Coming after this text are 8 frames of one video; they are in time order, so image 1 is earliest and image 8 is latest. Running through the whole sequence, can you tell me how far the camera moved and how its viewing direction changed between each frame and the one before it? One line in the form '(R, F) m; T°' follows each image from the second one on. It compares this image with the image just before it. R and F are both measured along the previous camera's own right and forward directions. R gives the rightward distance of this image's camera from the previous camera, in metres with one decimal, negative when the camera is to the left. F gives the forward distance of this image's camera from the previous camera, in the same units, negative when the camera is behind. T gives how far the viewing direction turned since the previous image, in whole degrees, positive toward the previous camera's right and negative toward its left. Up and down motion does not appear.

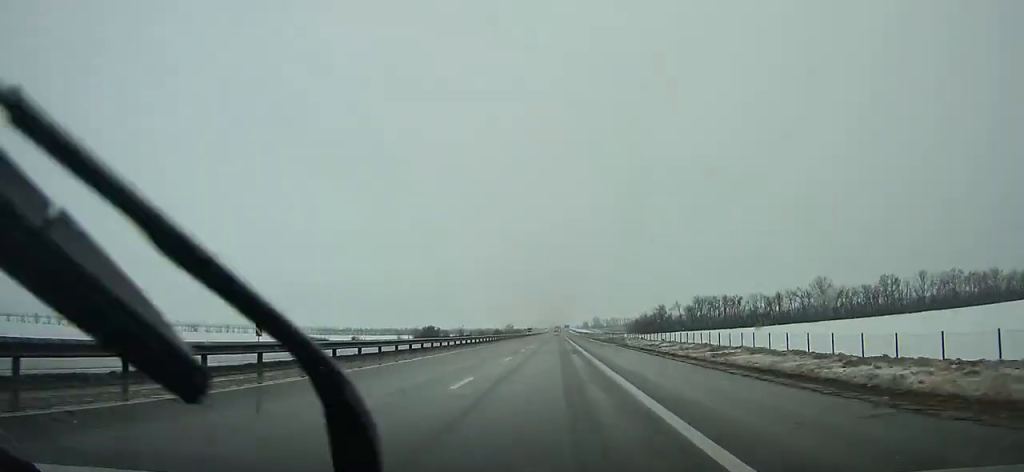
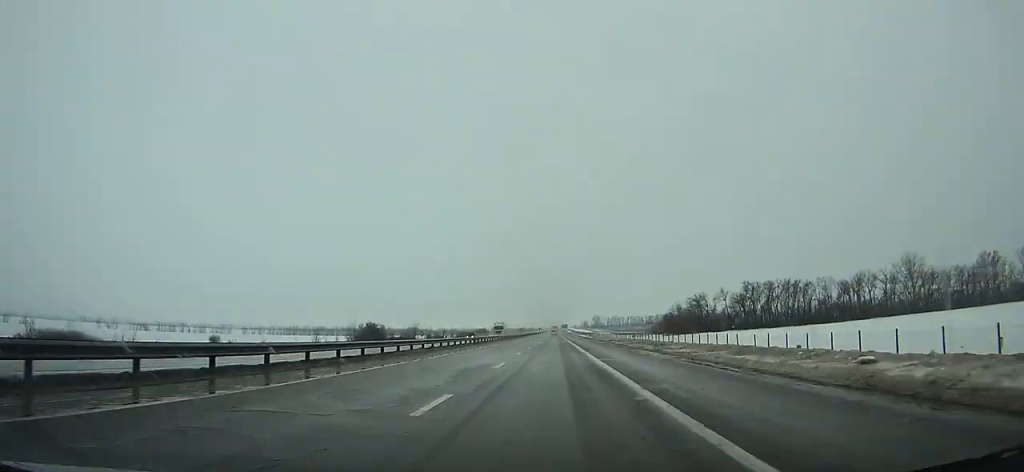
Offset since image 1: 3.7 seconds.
(+0.3, +74.1) m; 0°
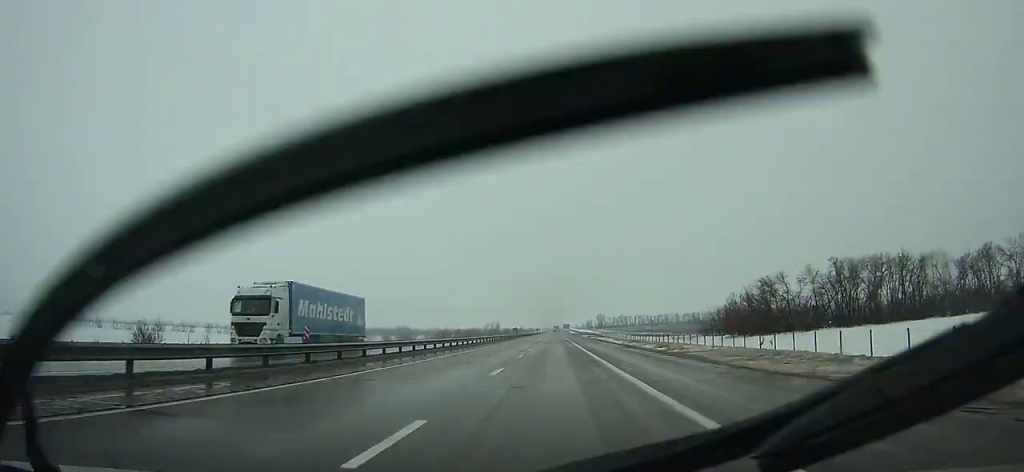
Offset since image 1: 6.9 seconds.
(-0.1, +64.5) m; 0°
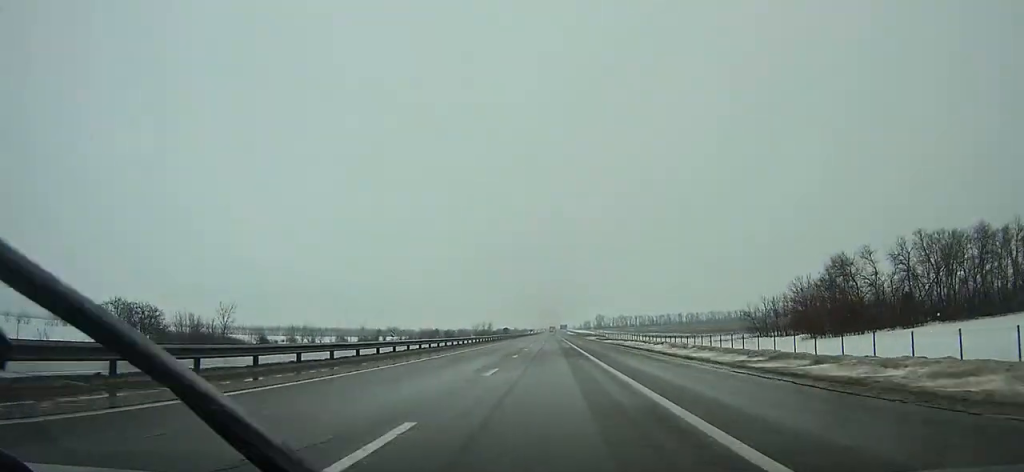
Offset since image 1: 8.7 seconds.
(+0.1, +36.7) m; 0°
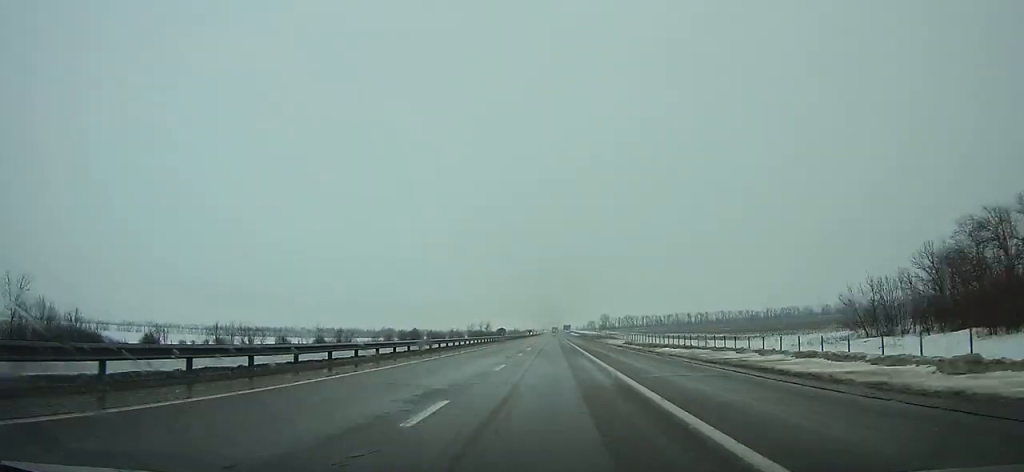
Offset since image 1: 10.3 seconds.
(0.0, +32.9) m; 0°
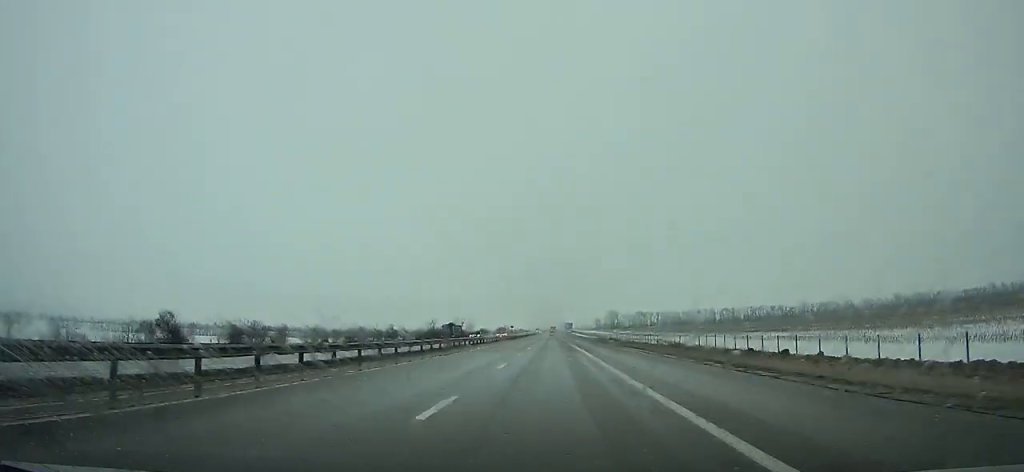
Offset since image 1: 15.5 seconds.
(-0.2, +108.9) m; 0°
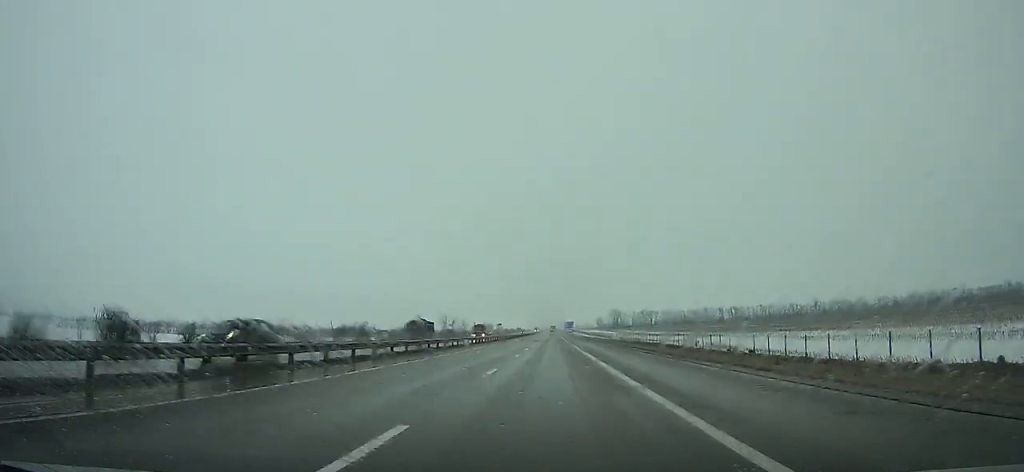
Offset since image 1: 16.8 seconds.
(+0.1, +28.0) m; 0°
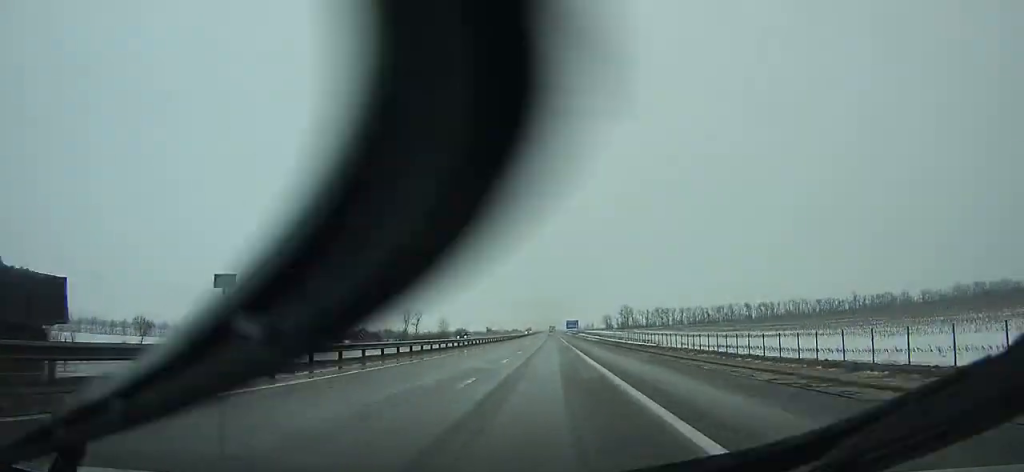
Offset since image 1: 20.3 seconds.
(+0.1, +76.1) m; 0°
